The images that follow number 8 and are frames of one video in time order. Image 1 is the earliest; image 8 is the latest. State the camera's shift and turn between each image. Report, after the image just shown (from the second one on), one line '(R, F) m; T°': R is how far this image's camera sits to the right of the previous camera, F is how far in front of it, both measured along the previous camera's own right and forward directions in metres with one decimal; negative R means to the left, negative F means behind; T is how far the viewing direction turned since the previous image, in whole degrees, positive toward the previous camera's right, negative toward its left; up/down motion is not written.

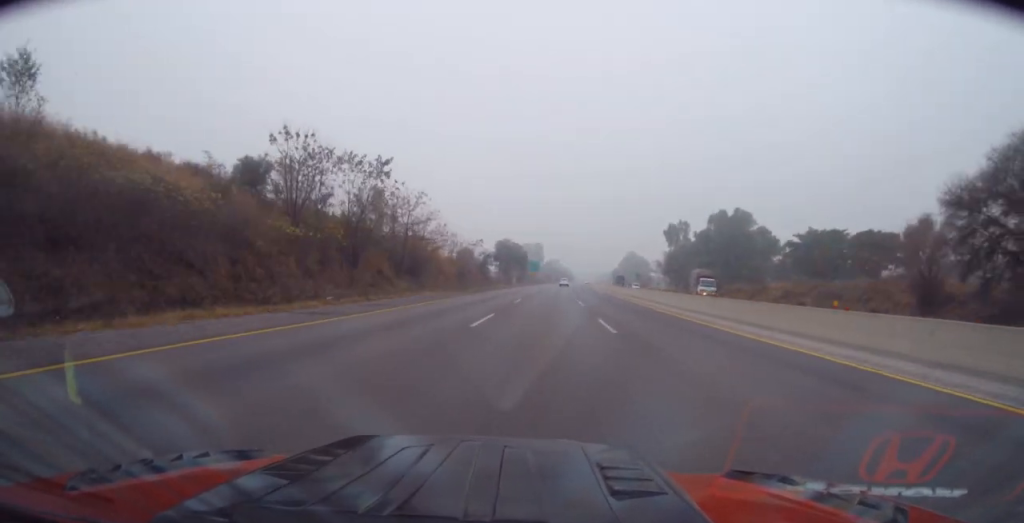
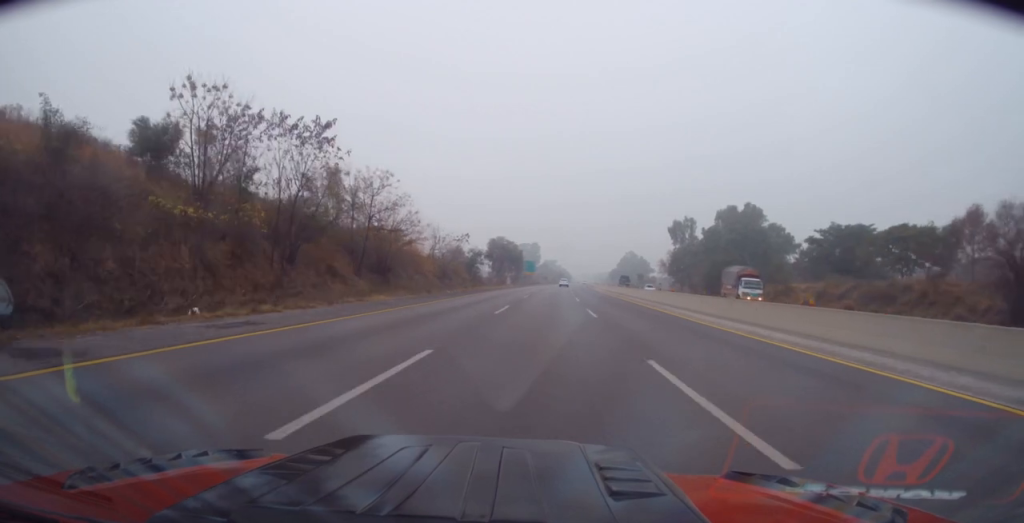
(-0.3, +11.4) m; 0°
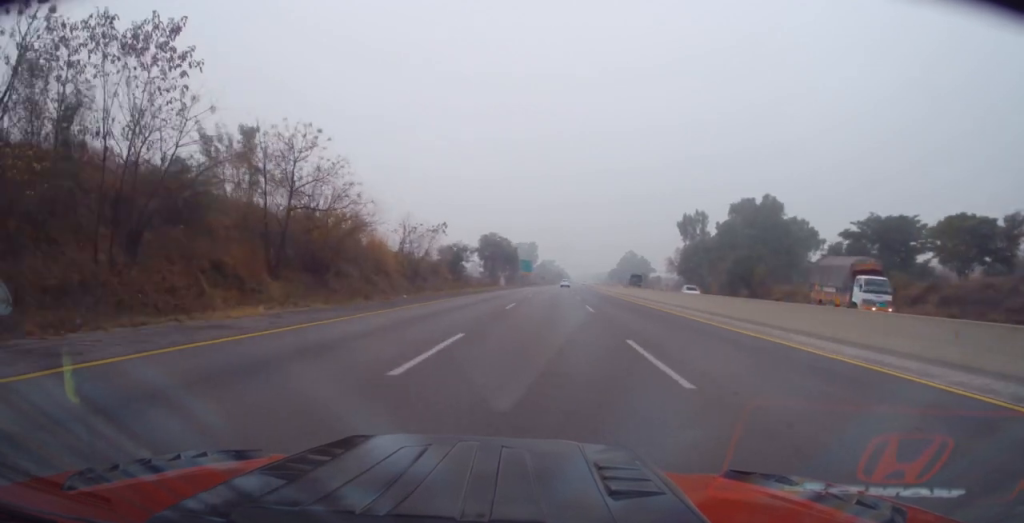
(-0.3, +14.7) m; 0°
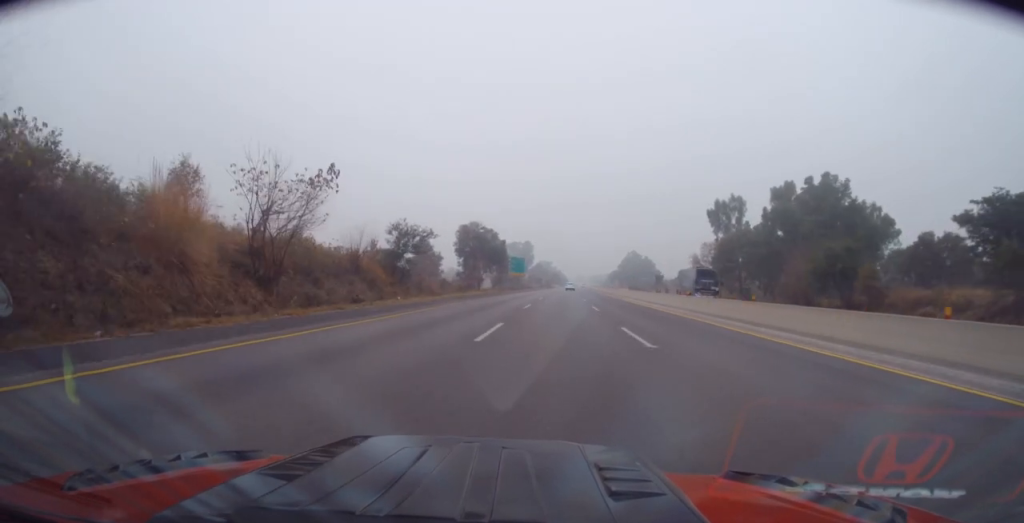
(+0.7, +30.6) m; +1°
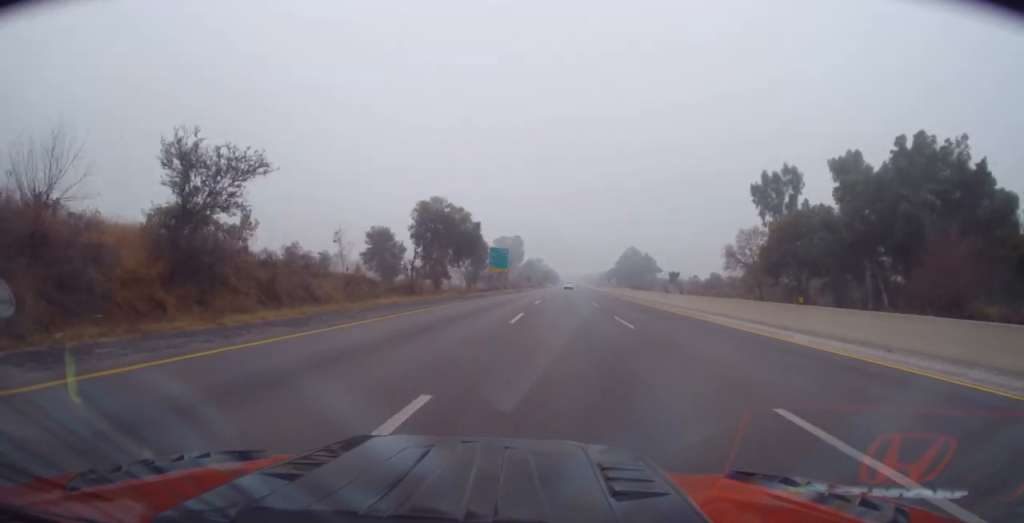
(-0.2, +30.3) m; 0°
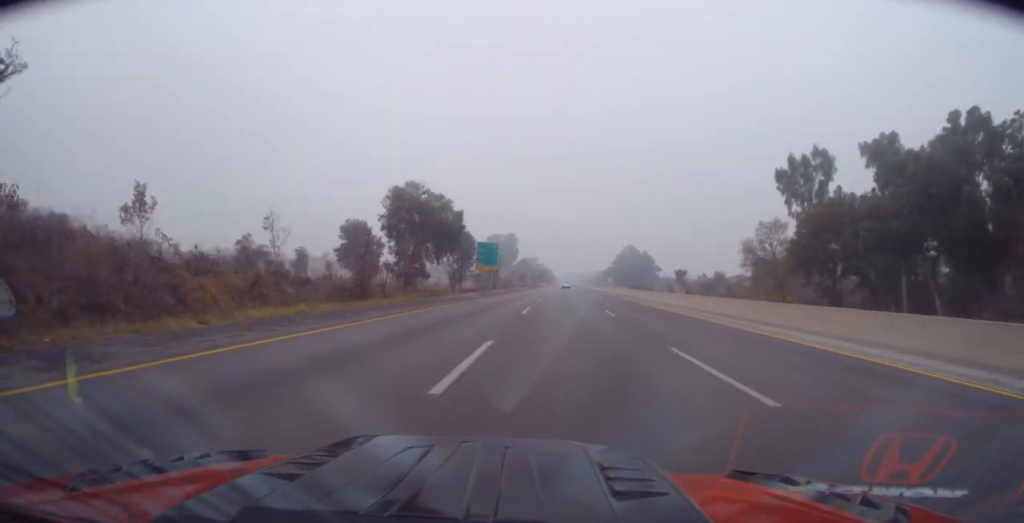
(0.0, +11.9) m; 0°
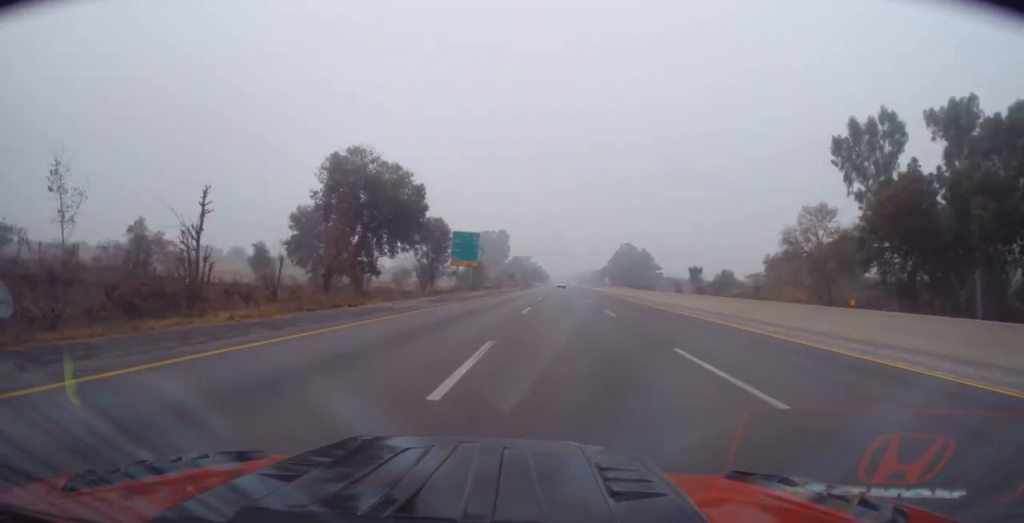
(+0.4, +18.0) m; 0°
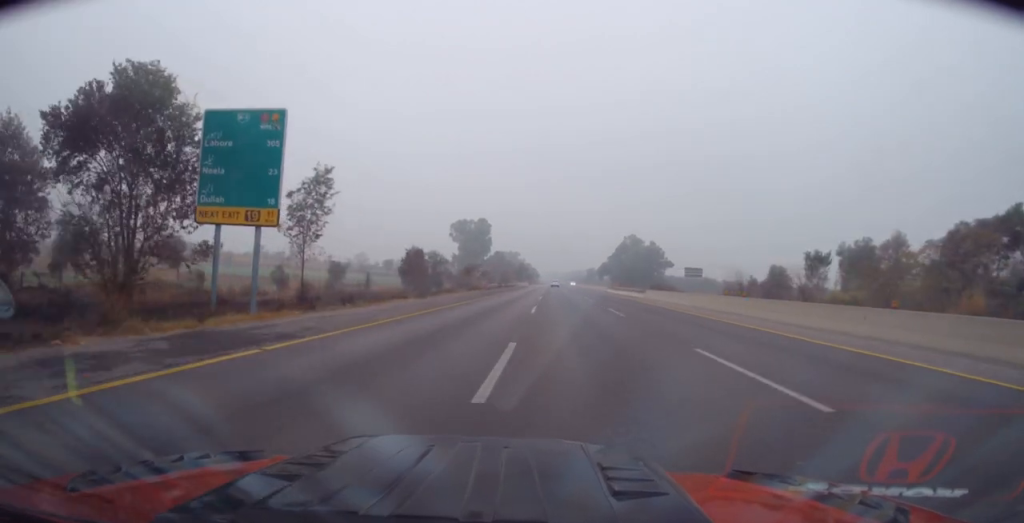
(+0.3, +53.8) m; +2°
